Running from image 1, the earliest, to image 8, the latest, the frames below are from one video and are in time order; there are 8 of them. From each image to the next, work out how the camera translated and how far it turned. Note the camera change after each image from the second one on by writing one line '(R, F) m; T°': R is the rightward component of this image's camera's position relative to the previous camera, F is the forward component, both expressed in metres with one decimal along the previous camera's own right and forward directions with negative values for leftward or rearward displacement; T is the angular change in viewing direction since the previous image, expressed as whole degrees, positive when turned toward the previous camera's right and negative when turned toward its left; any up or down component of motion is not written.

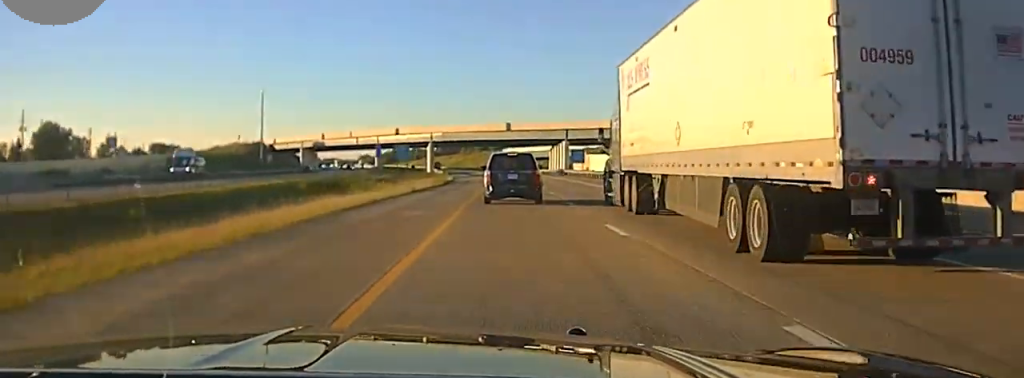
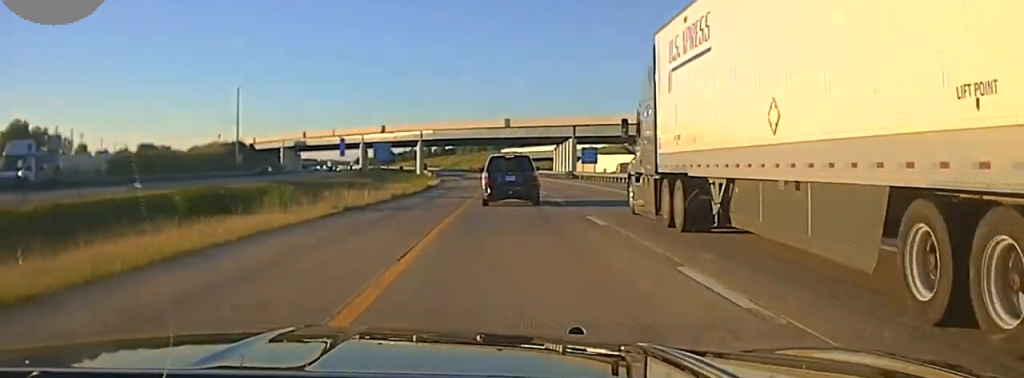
(0.0, +19.8) m; 0°
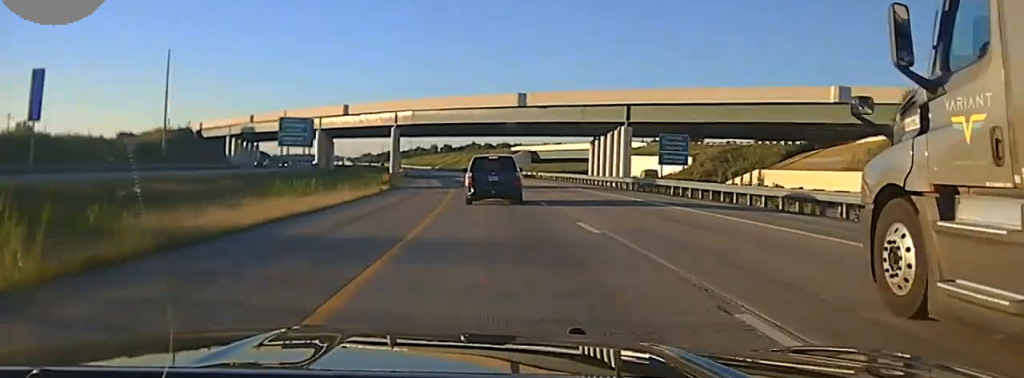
(0.0, +51.3) m; 0°
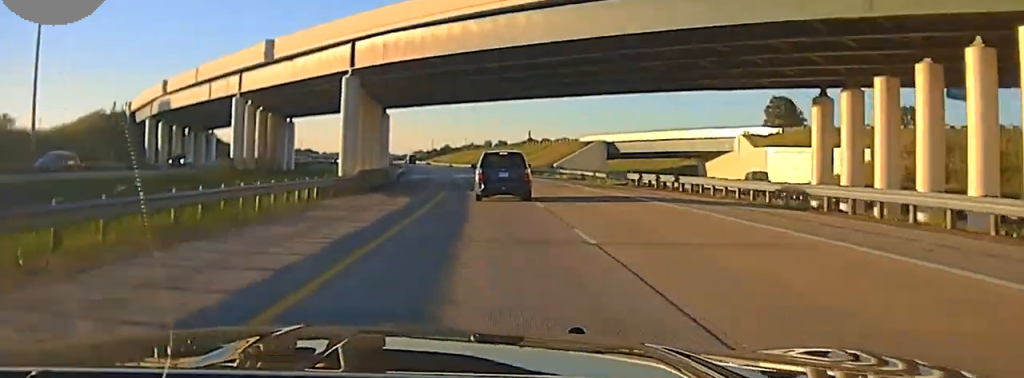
(0.0, +63.4) m; -2°
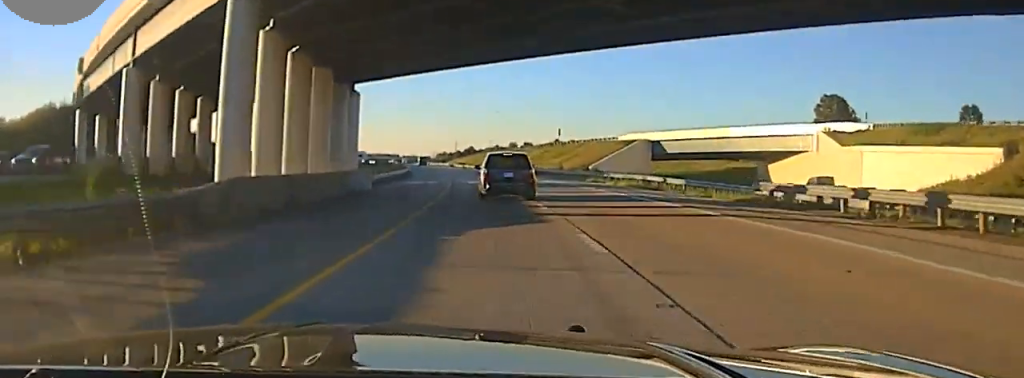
(+0.6, +25.9) m; -3°
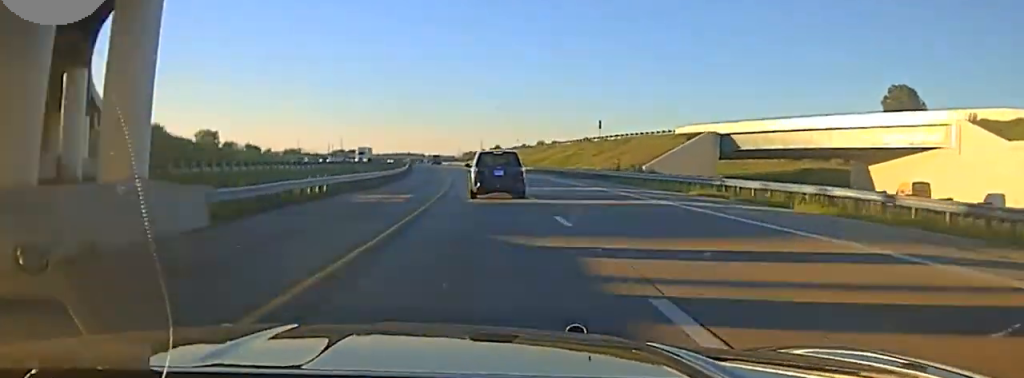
(-2.7, +31.6) m; -4°
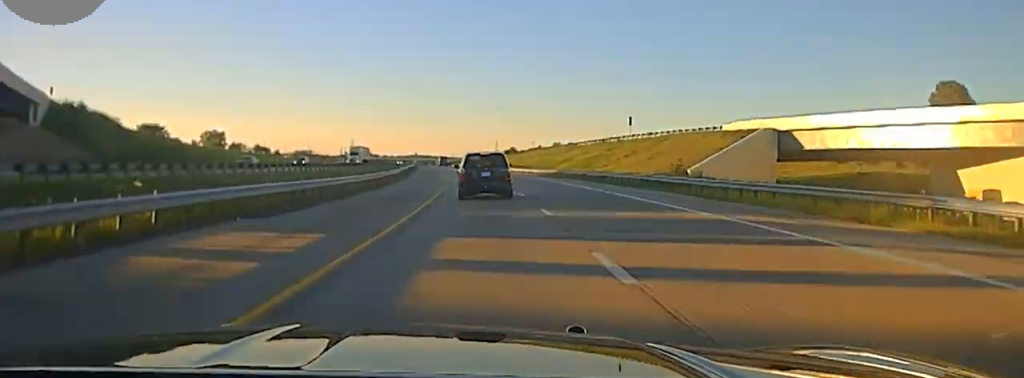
(-0.4, +20.1) m; -1°
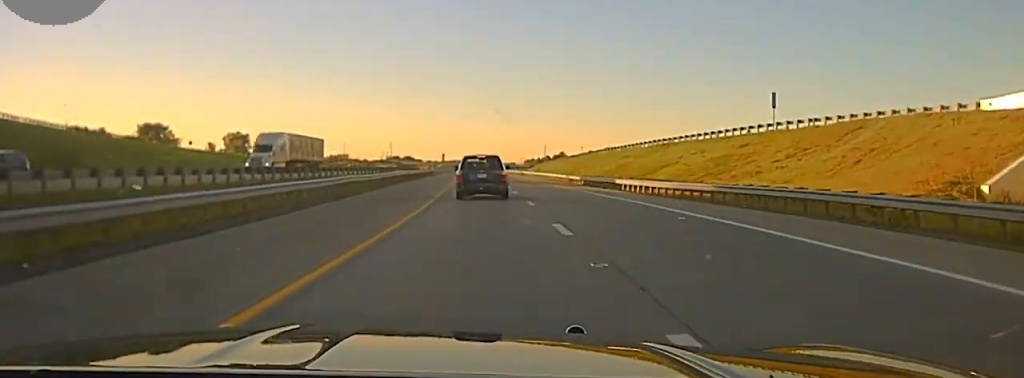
(0.0, +54.7) m; 0°
